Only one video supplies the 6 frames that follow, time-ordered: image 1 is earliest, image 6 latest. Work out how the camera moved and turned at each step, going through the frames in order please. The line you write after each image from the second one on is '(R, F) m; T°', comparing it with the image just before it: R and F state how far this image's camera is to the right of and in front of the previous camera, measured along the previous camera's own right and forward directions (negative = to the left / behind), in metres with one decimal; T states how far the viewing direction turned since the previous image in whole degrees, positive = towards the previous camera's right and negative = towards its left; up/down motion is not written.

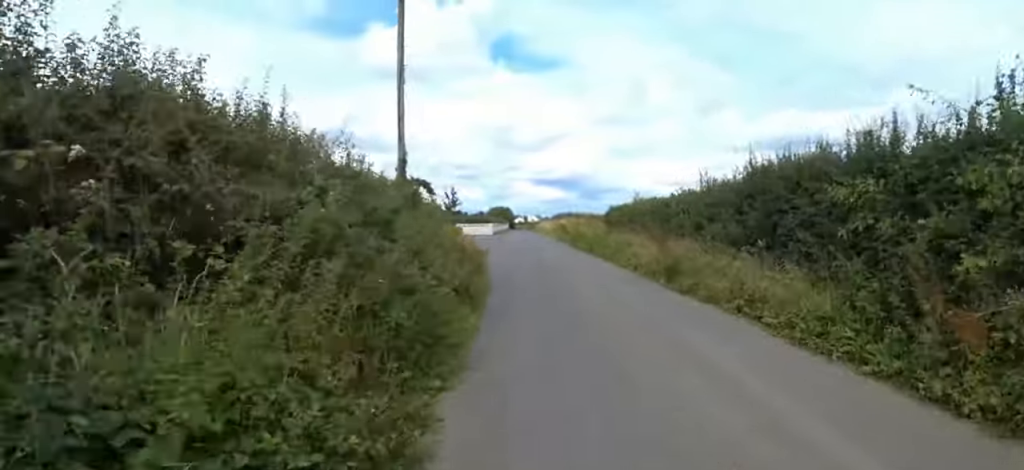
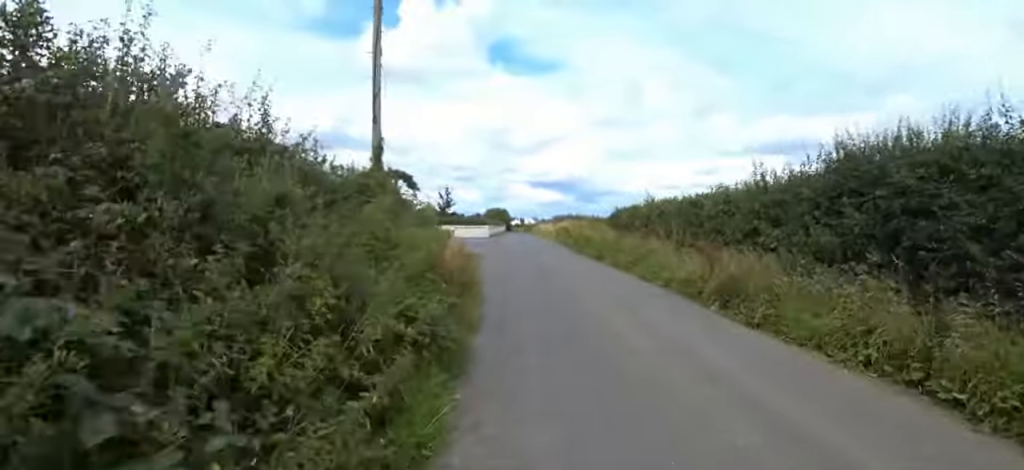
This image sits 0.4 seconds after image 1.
(-0.5, +2.2) m; 0°
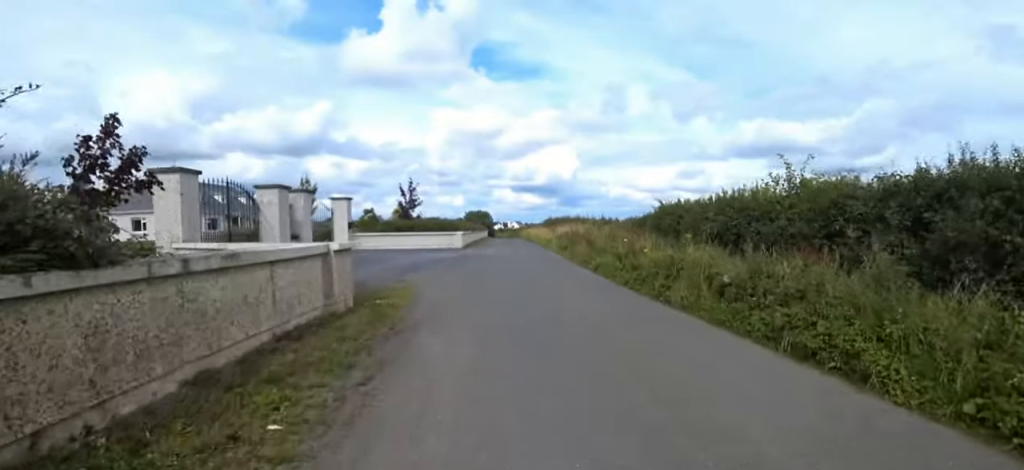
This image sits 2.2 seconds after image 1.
(+0.1, +10.0) m; 0°
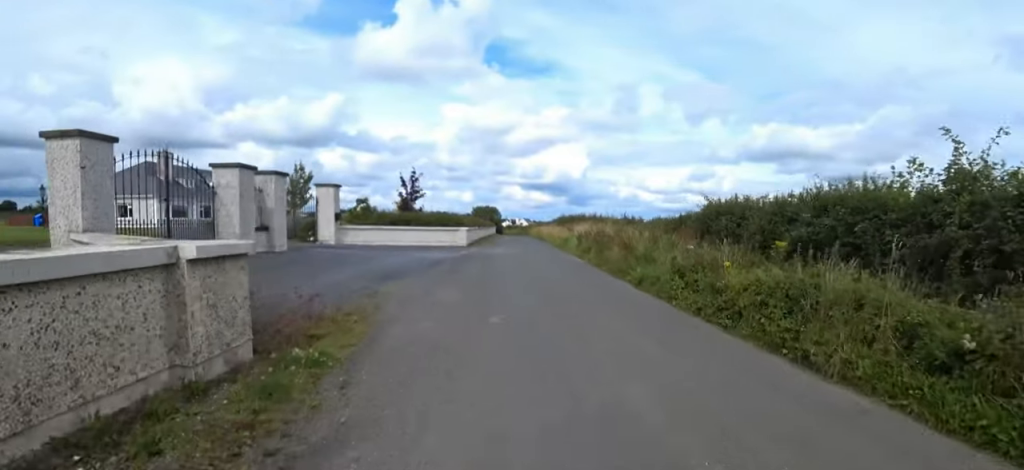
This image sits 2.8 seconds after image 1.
(+0.4, +3.0) m; 0°
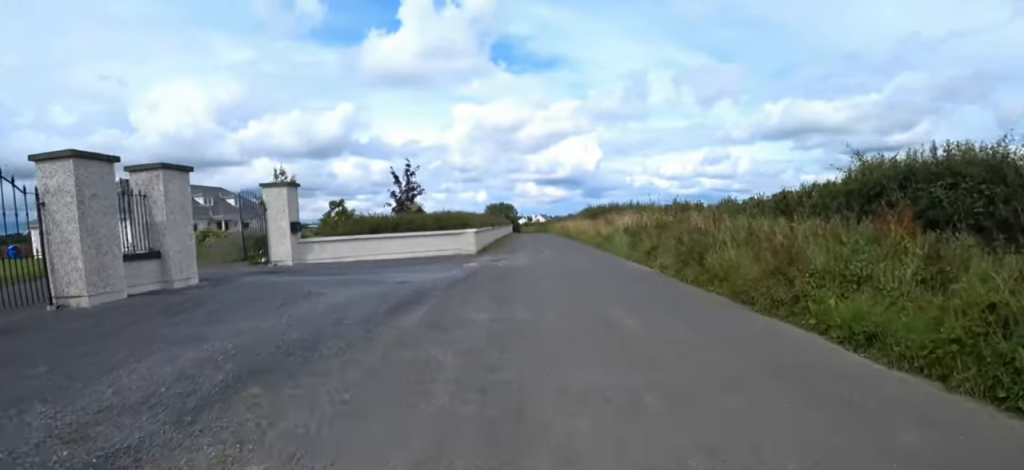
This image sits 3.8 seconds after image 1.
(+0.2, +5.5) m; 0°
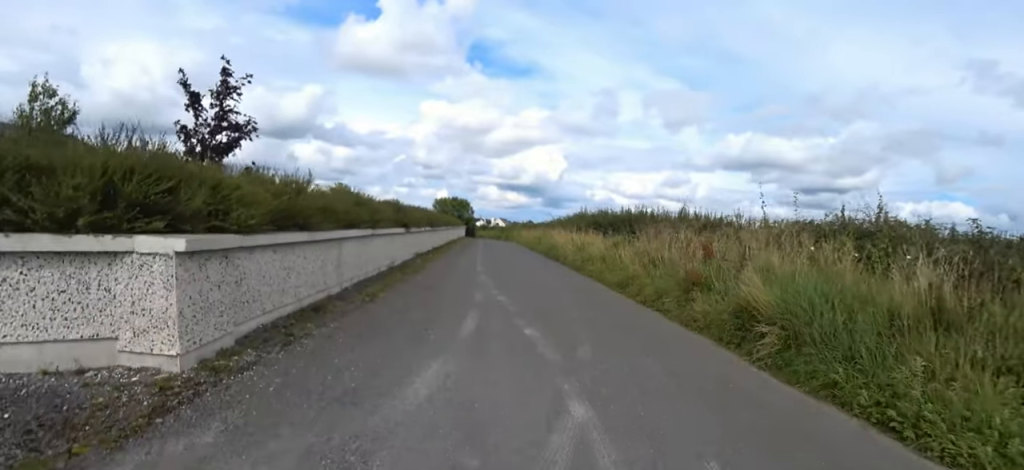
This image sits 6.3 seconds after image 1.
(+2.2, +13.2) m; +8°
